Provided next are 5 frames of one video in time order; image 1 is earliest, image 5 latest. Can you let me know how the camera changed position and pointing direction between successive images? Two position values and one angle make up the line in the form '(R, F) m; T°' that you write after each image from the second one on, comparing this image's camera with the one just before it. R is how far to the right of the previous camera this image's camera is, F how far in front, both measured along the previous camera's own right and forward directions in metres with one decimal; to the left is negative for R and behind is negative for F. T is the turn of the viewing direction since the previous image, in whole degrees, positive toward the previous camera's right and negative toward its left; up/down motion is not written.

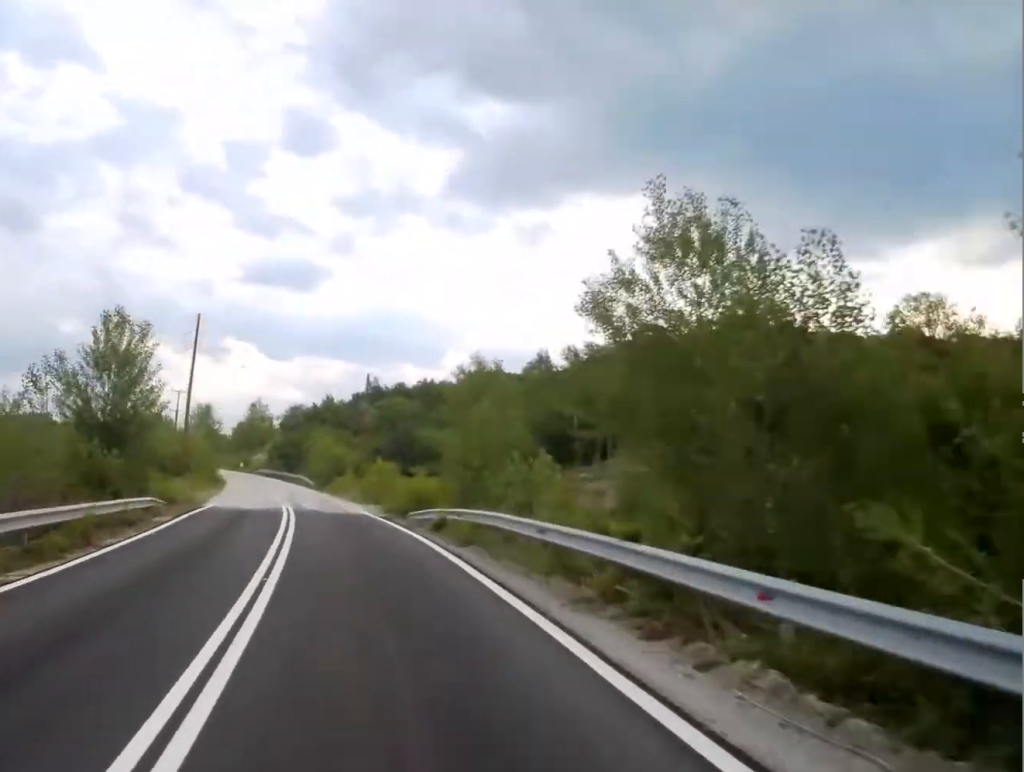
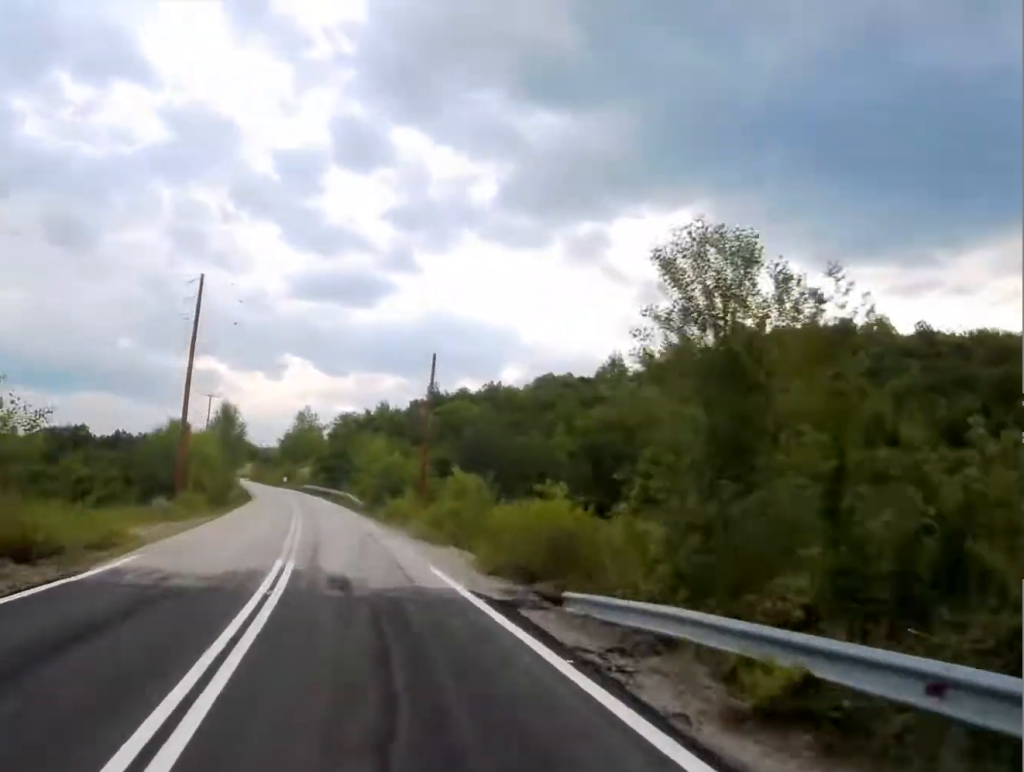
(-0.4, +18.4) m; -3°
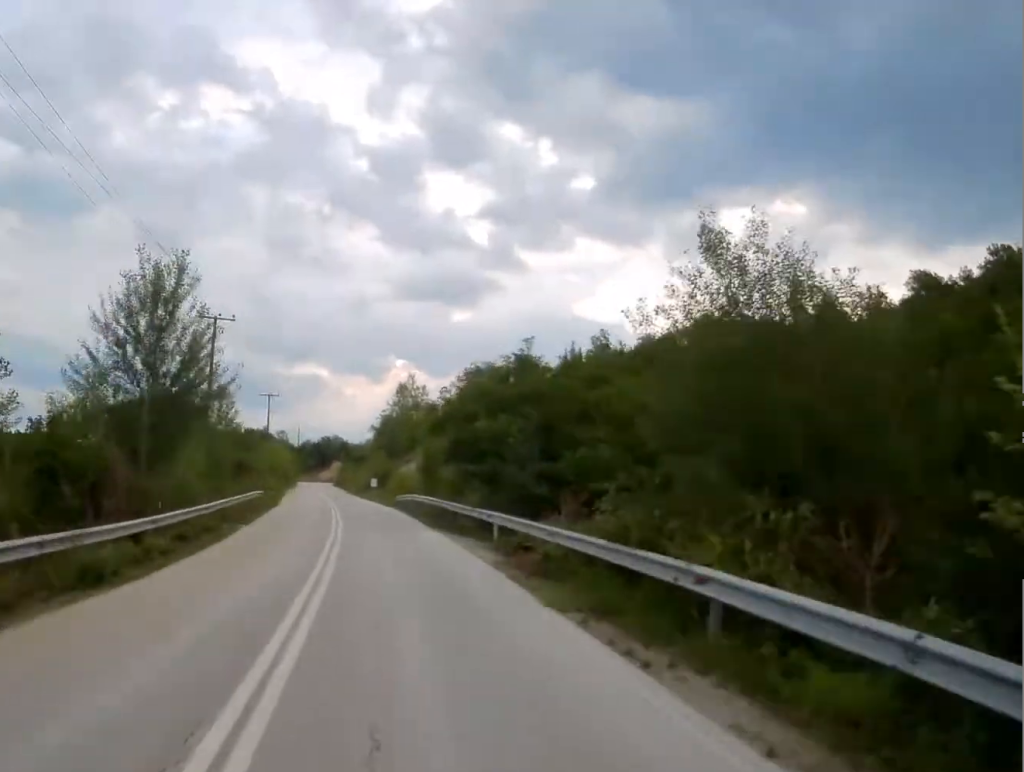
(-4.5, +59.9) m; -8°
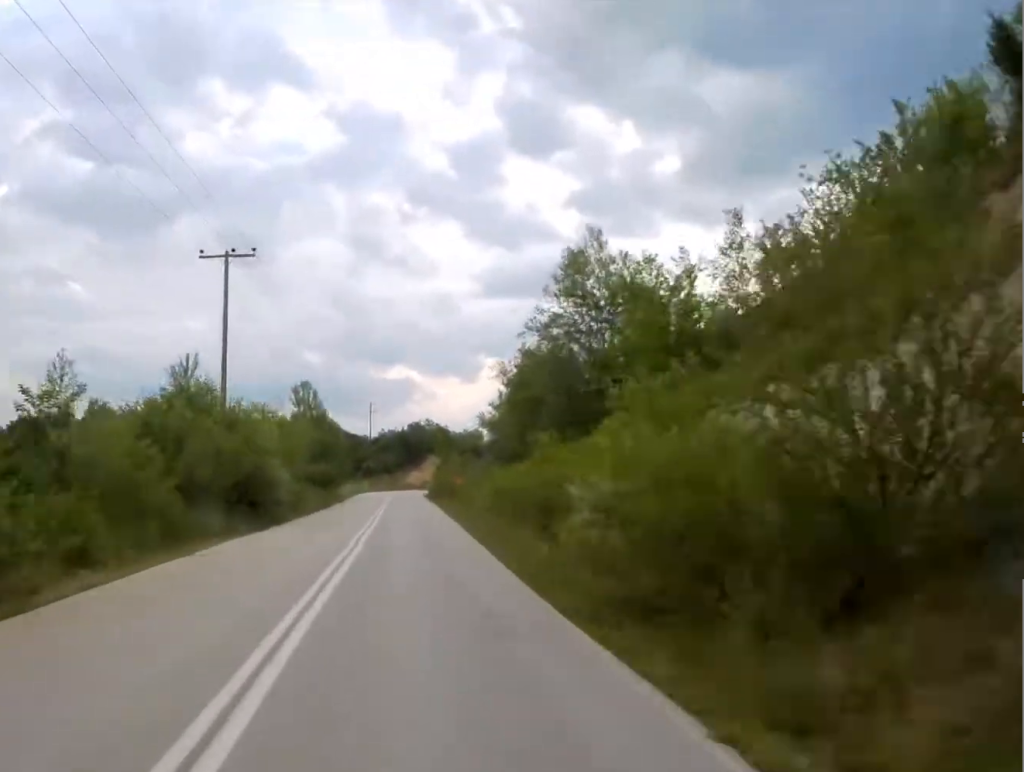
(-2.8, +74.1) m; -5°
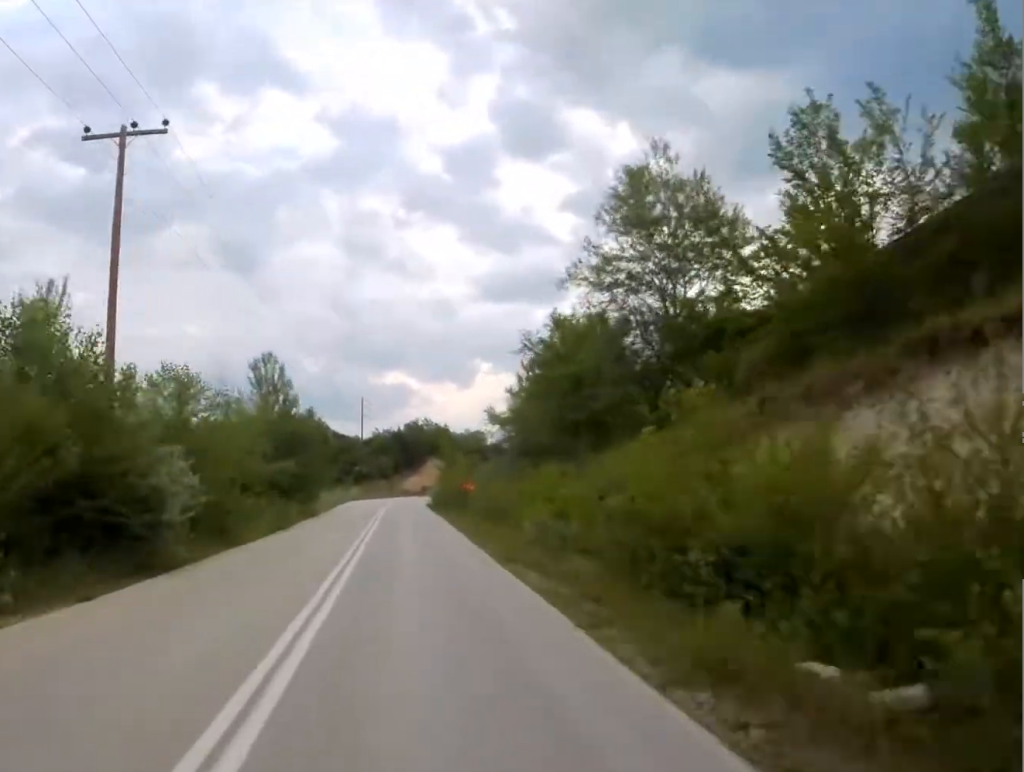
(-0.5, +14.9) m; -1°
